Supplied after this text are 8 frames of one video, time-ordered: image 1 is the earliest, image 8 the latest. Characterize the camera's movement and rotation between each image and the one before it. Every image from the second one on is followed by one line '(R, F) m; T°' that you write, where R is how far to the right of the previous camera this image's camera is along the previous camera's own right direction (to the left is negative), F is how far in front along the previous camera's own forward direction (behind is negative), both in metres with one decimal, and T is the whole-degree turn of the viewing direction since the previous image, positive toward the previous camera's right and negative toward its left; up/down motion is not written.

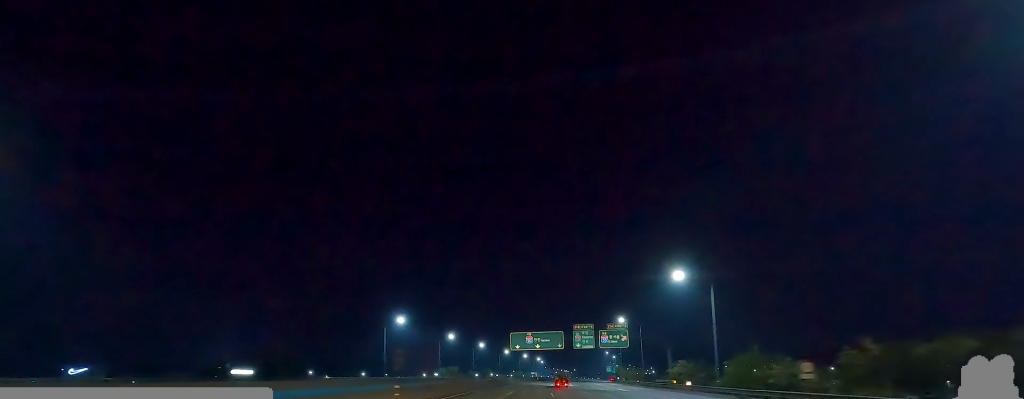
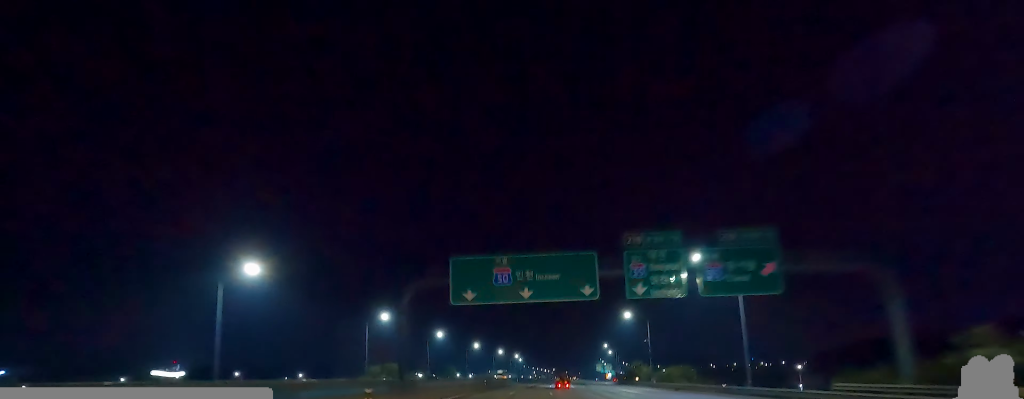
(0.0, +54.7) m; +1°
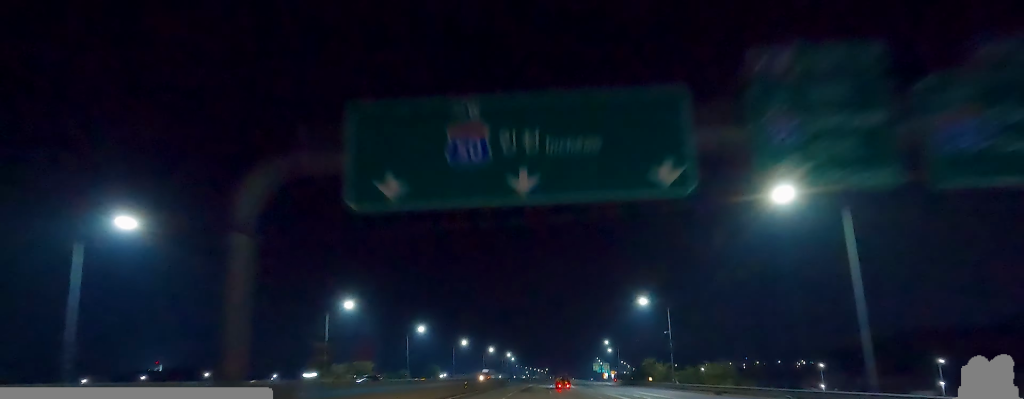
(+0.6, +17.3) m; +2°
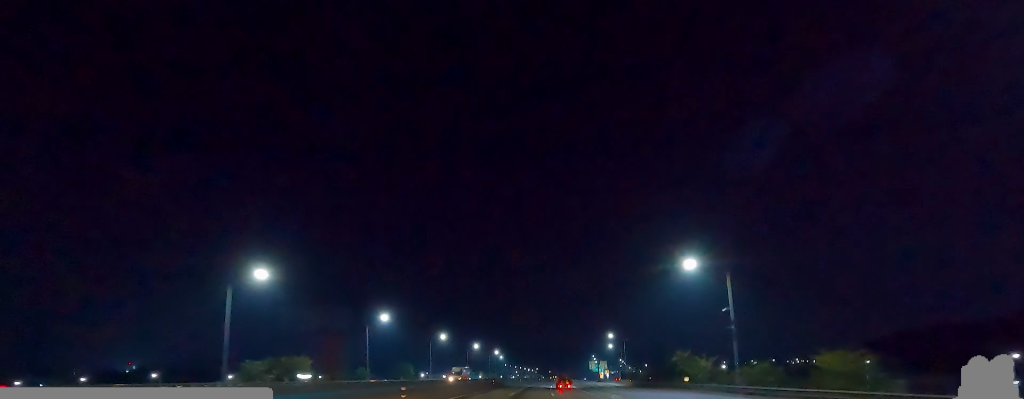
(+0.1, +25.6) m; 0°
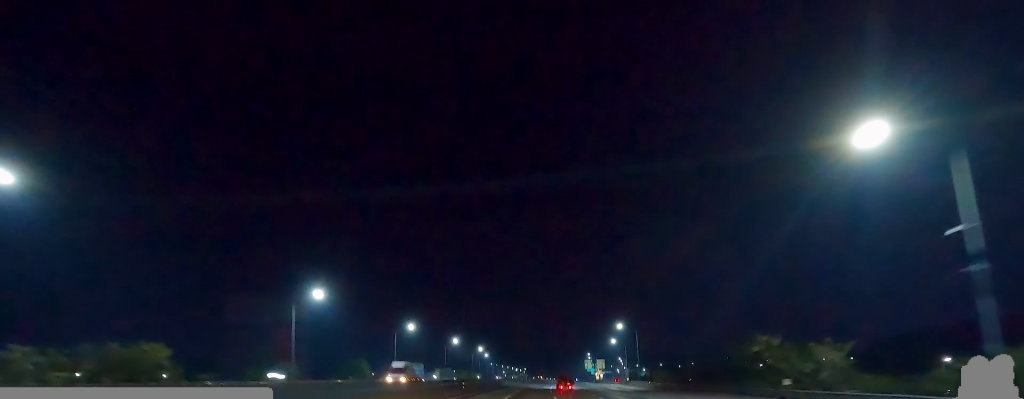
(0.0, +28.5) m; +3°
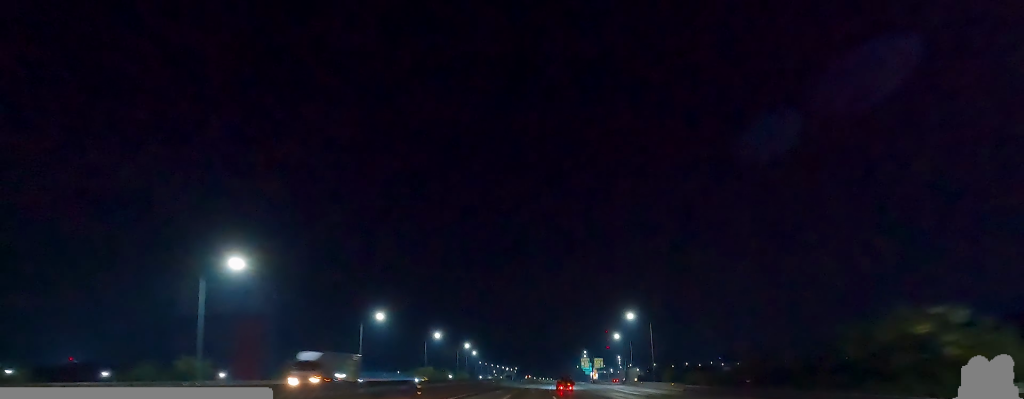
(+0.9, +19.3) m; 0°
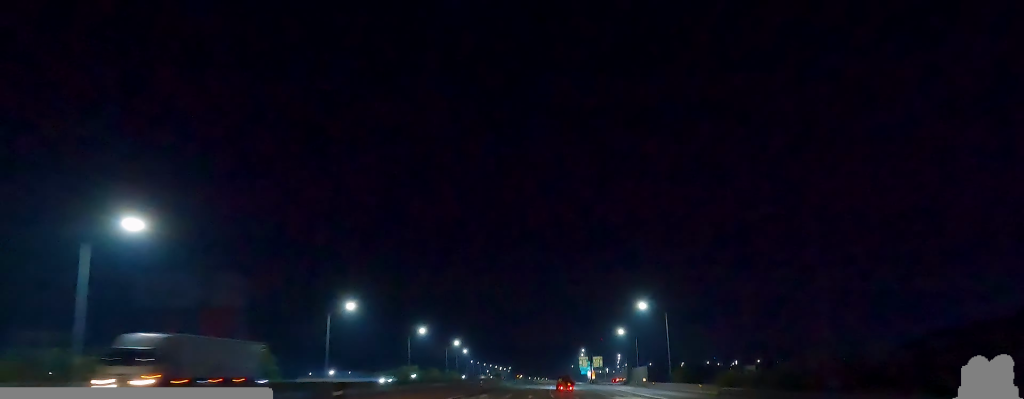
(+0.4, +13.9) m; 0°
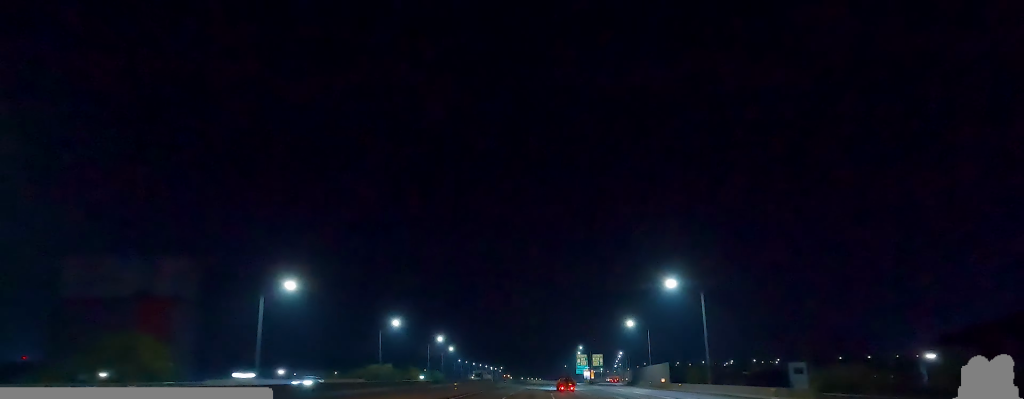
(-1.0, +19.6) m; 0°
